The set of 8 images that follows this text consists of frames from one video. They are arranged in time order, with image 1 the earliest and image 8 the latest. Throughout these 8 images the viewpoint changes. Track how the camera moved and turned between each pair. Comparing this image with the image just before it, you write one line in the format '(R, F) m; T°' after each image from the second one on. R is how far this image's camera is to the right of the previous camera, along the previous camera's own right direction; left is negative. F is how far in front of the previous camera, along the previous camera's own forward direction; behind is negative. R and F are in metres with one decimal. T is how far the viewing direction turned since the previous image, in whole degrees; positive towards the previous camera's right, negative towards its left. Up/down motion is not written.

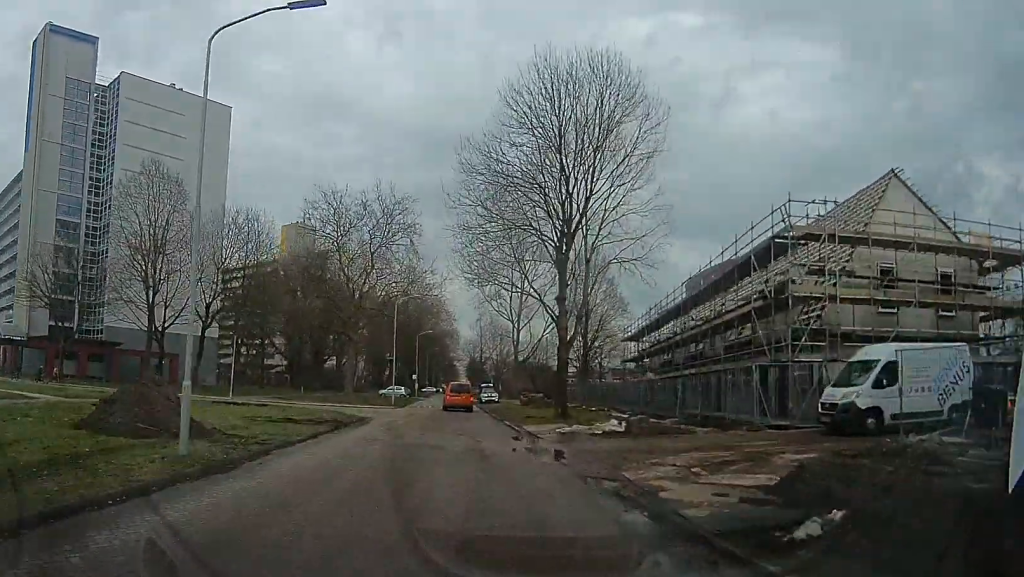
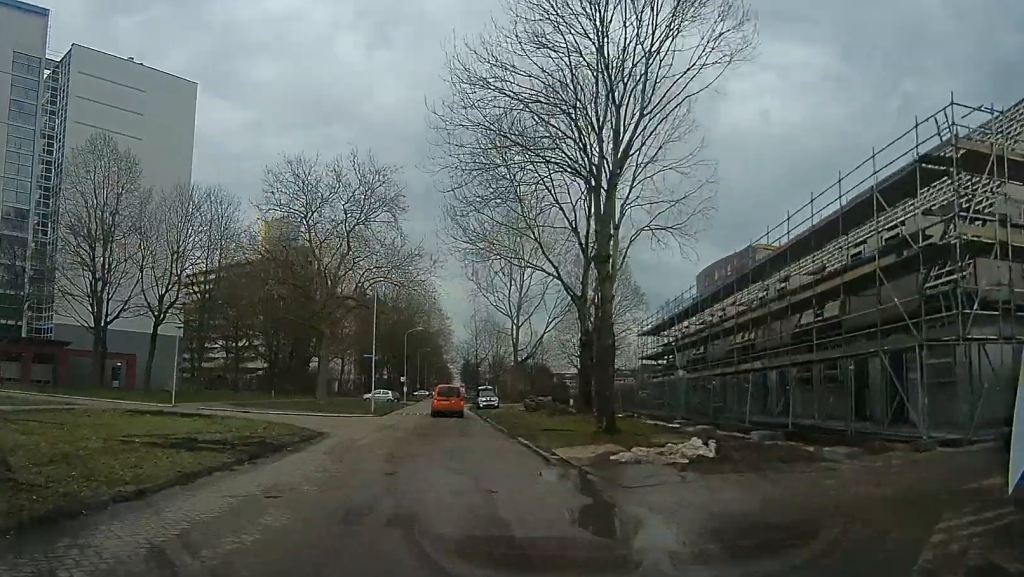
(+0.2, +8.5) m; +2°
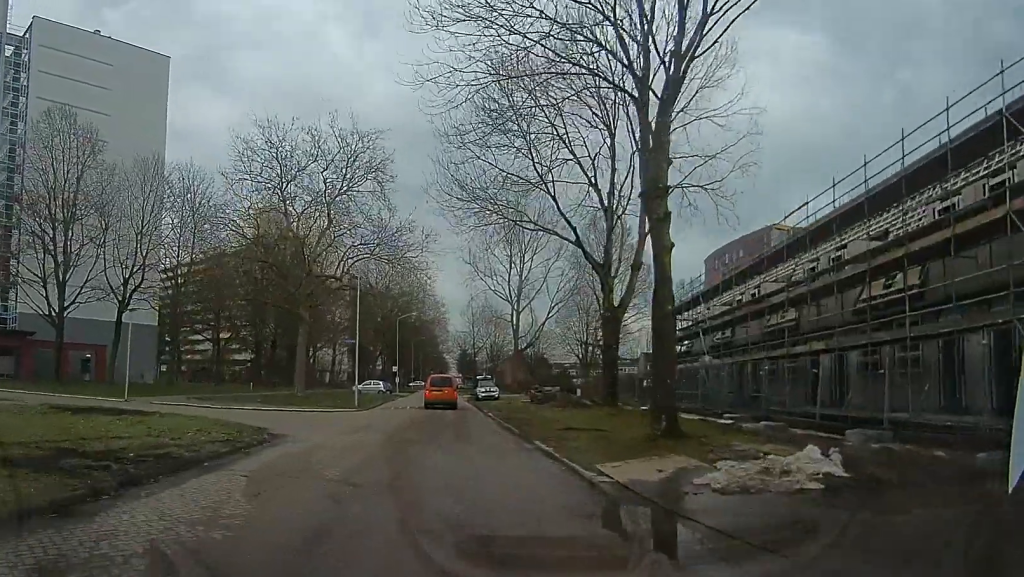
(0.0, +5.3) m; +1°
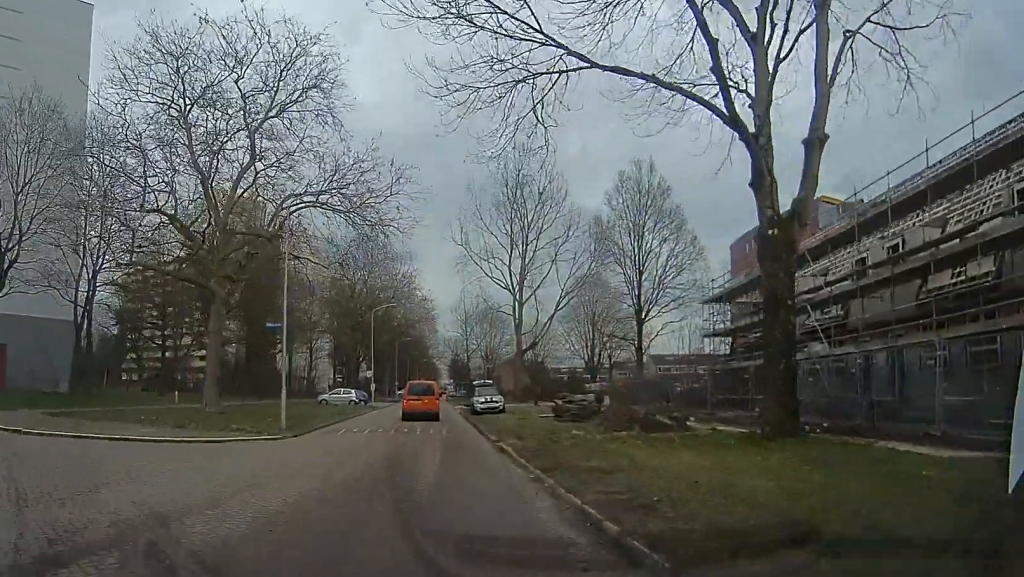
(+0.3, +12.5) m; +2°
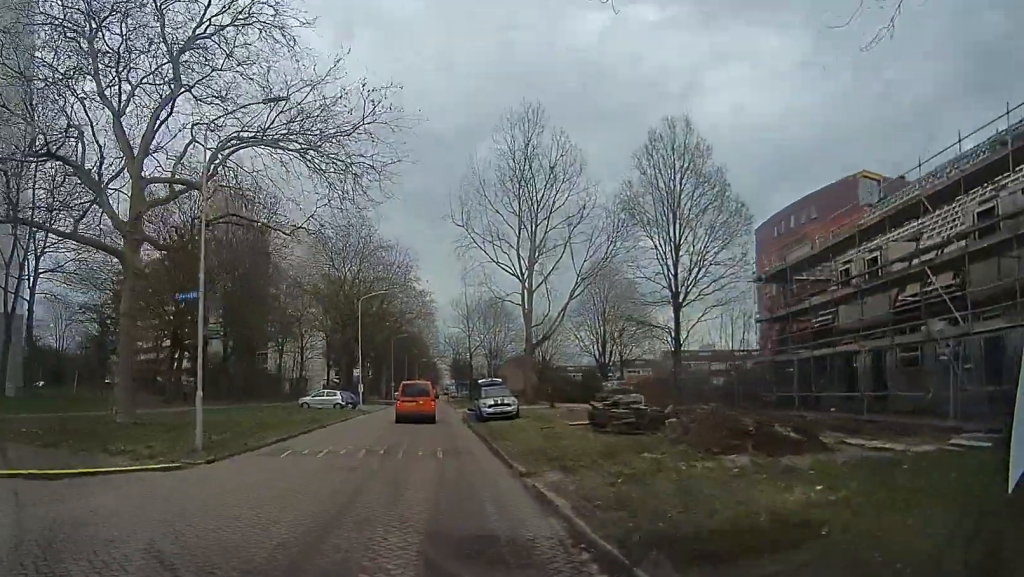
(-0.1, +6.7) m; -5°
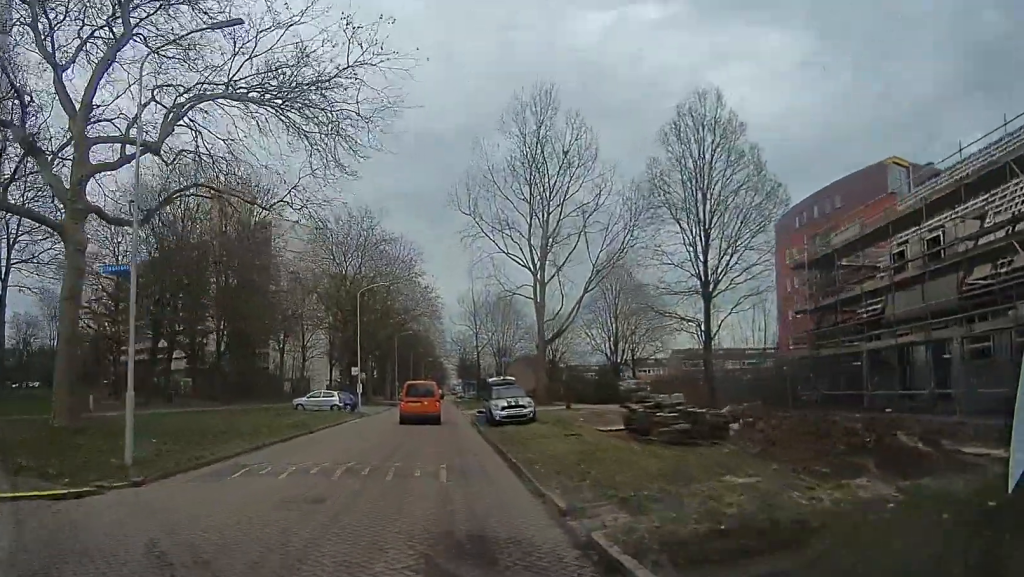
(-0.2, +3.3) m; -3°
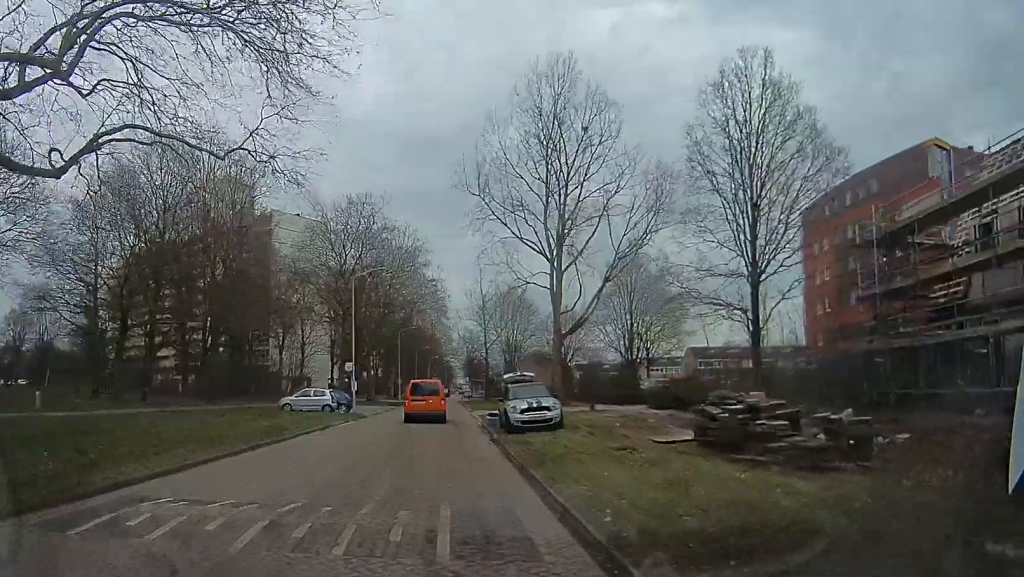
(0.0, +4.5) m; 0°
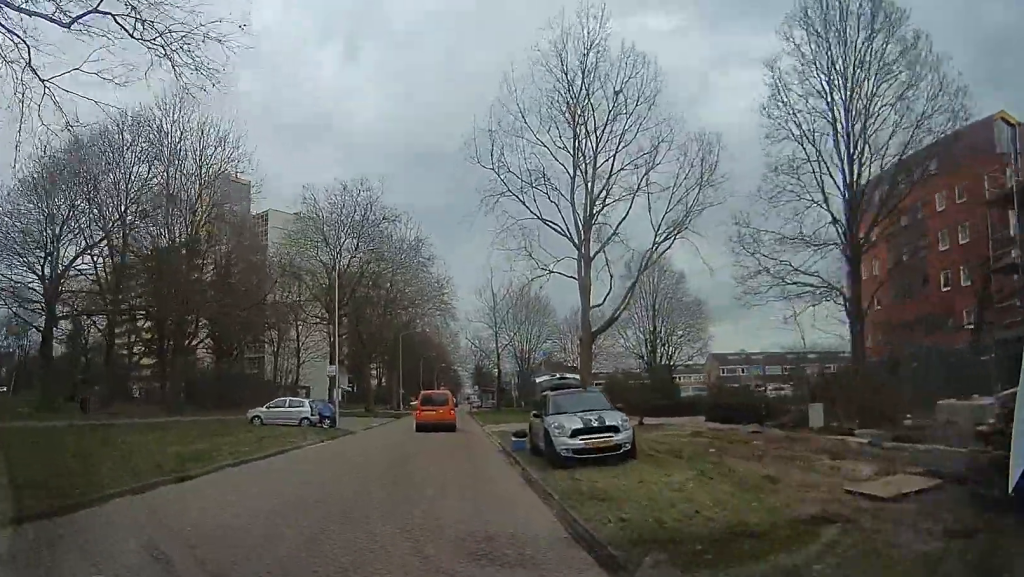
(0.0, +6.9) m; 0°
